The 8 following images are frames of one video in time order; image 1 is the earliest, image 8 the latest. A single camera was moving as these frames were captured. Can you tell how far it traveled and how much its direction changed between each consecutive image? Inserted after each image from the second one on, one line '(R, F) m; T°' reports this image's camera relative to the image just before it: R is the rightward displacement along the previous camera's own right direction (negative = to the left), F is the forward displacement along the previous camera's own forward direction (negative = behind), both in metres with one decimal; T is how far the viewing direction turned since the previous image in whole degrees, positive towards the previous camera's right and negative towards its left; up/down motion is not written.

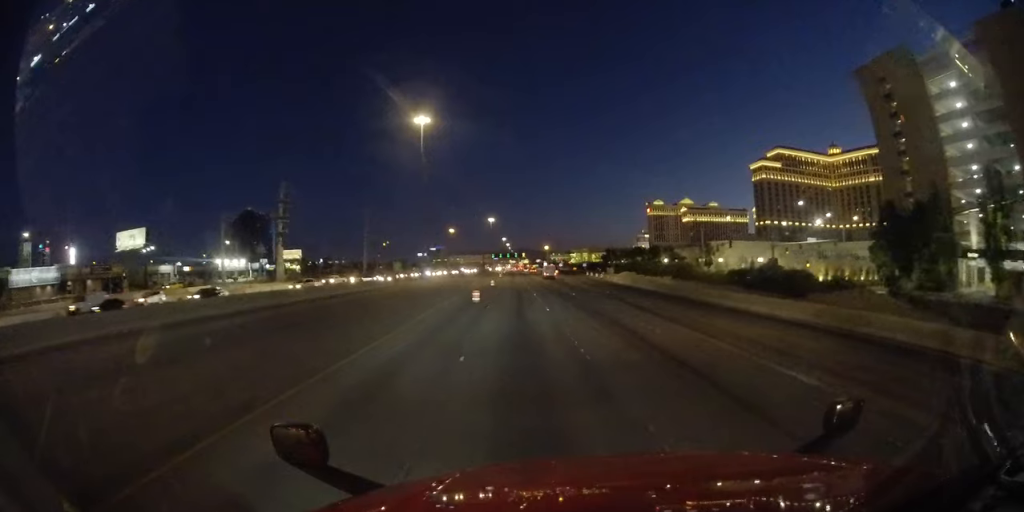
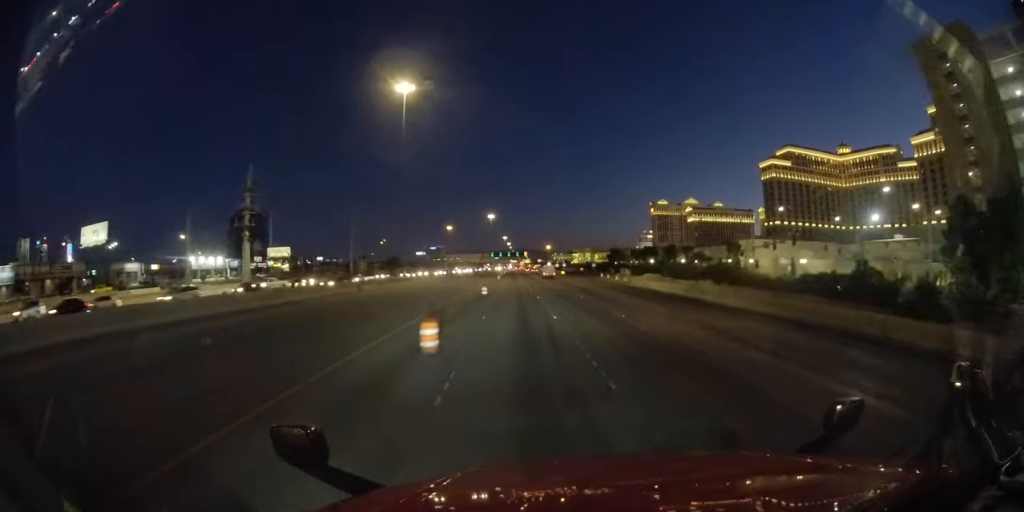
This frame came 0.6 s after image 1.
(-0.2, +15.6) m; -1°
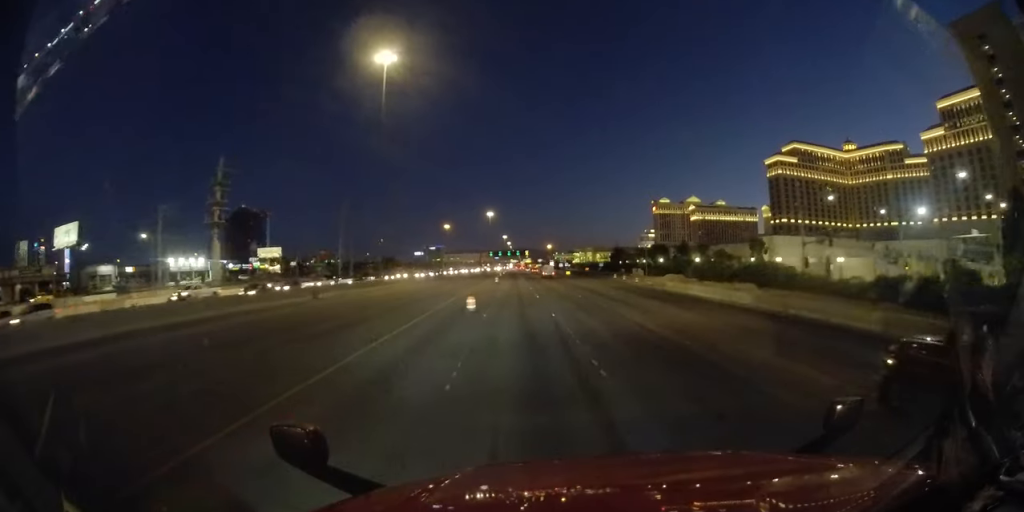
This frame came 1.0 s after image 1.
(-0.1, +11.1) m; 0°
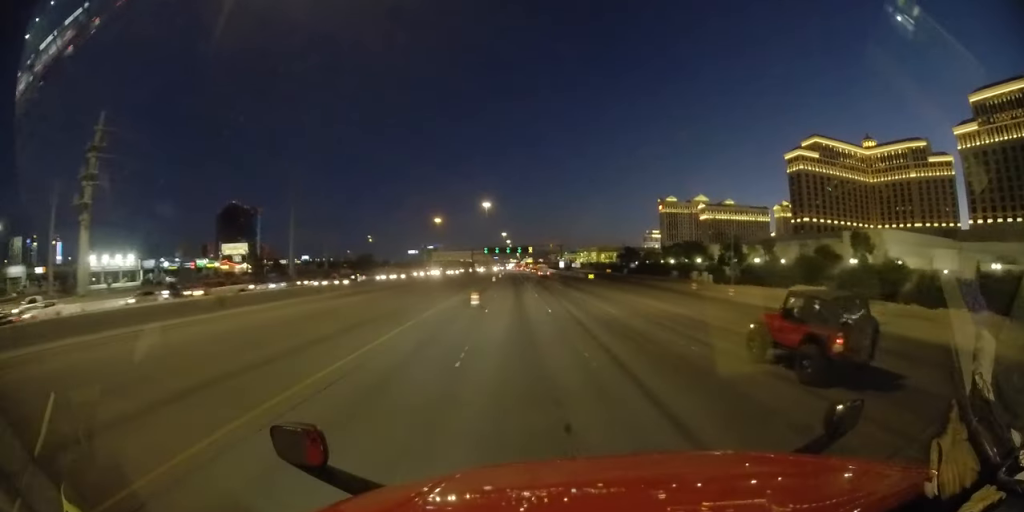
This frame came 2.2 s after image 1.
(+0.1, +34.4) m; +1°
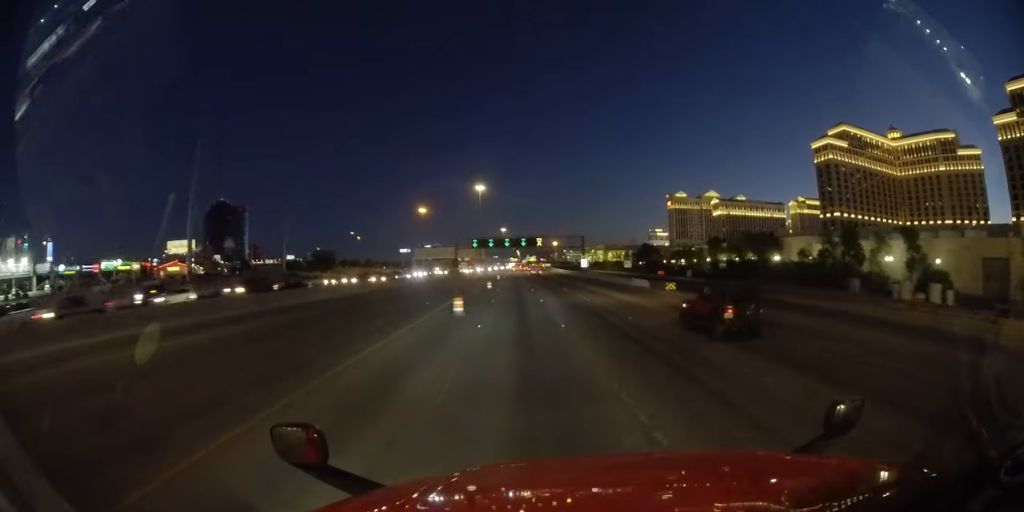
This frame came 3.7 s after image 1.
(+0.3, +42.1) m; 0°
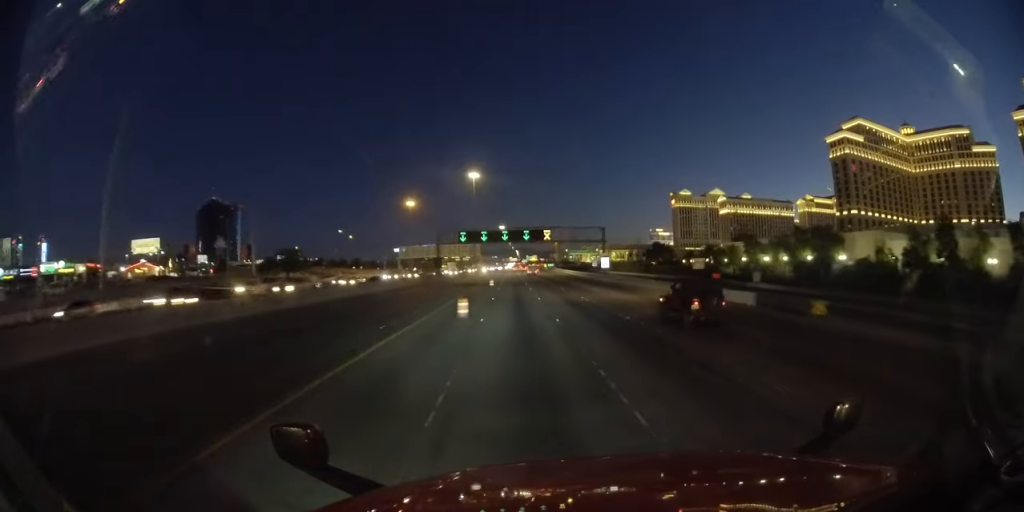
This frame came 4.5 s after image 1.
(0.0, +22.4) m; 0°
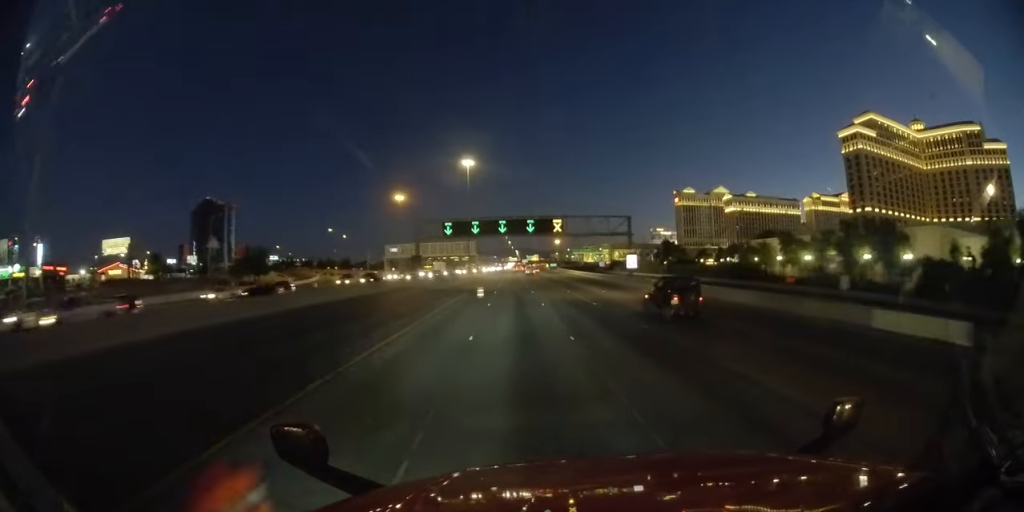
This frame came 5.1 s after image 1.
(0.0, +16.8) m; -1°
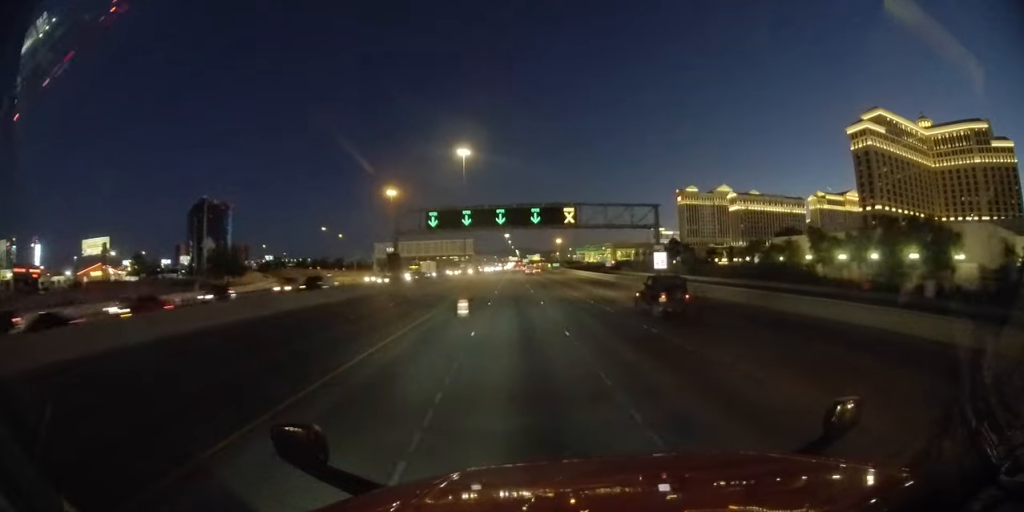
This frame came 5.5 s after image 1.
(-0.1, +11.3) m; -1°
